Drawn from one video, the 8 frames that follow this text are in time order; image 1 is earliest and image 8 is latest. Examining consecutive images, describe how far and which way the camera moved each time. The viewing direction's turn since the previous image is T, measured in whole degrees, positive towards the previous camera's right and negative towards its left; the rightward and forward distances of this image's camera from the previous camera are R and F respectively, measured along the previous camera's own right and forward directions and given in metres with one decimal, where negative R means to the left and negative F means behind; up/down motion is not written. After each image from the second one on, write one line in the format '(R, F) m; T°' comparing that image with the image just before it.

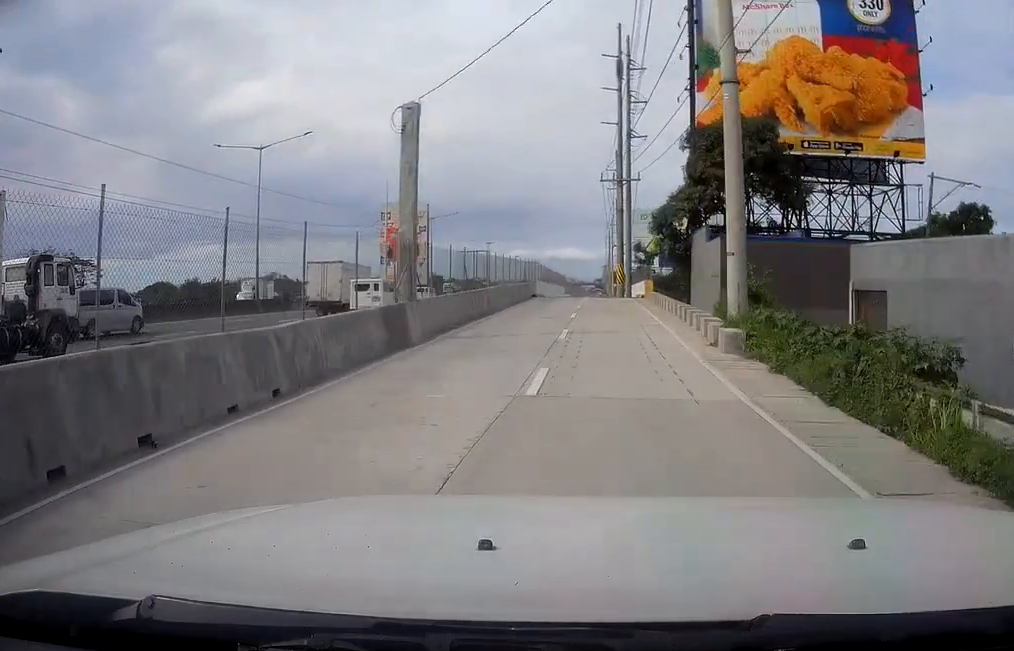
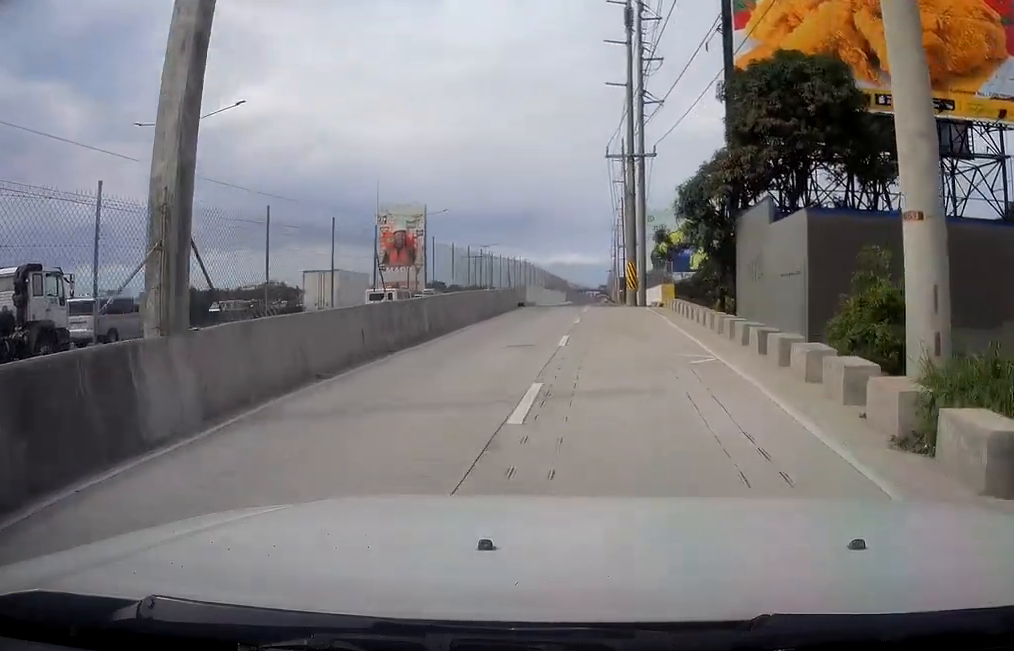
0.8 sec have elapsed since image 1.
(-0.4, +12.4) m; -2°
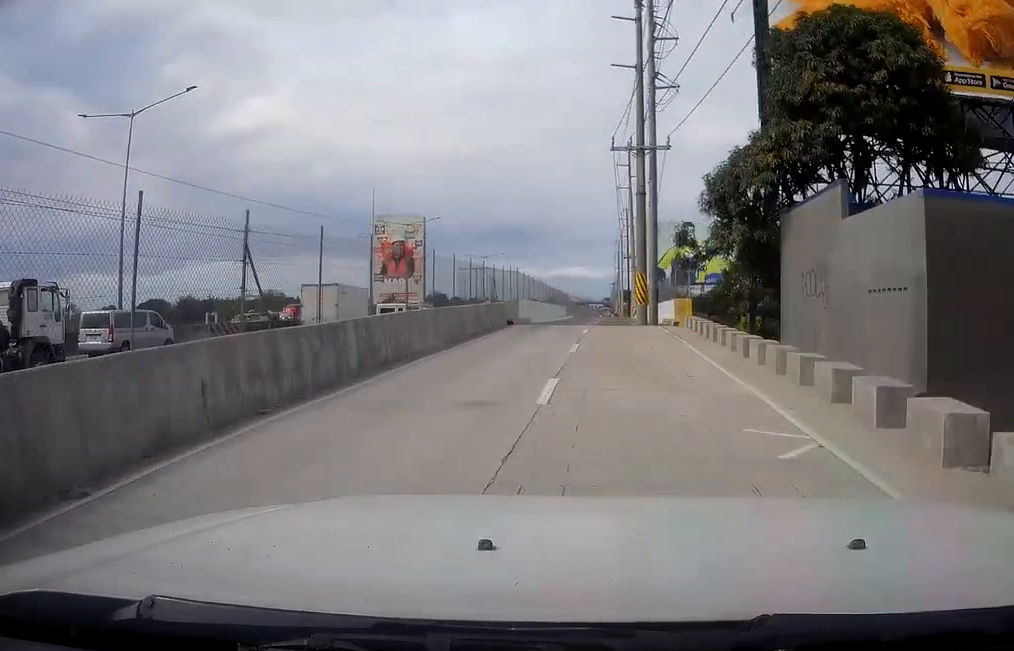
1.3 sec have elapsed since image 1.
(0.0, +6.9) m; 0°
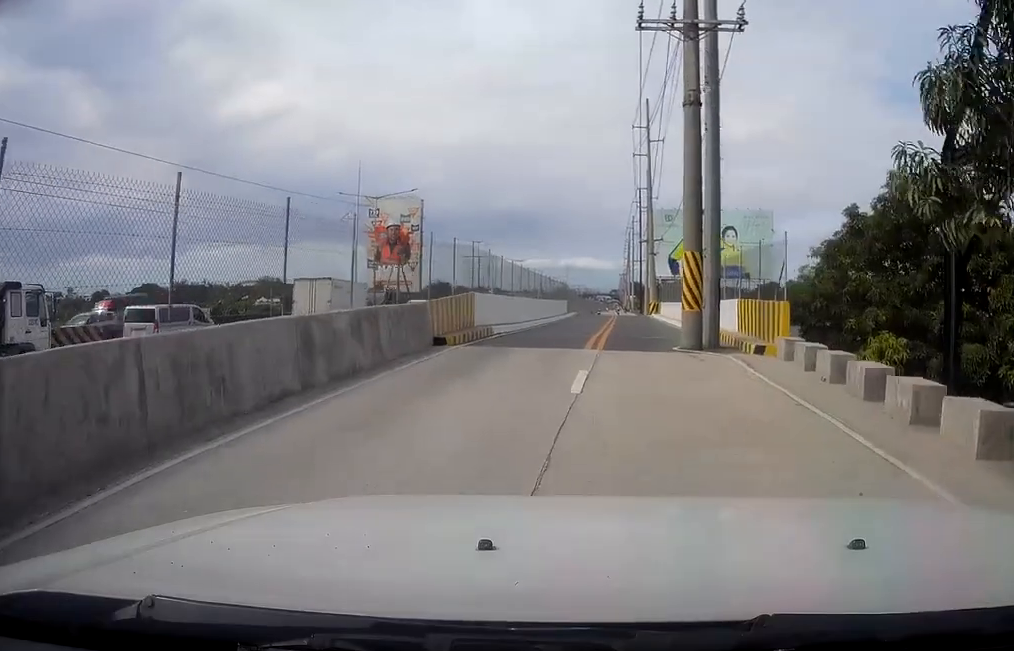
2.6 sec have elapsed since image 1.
(-0.2, +18.4) m; +1°
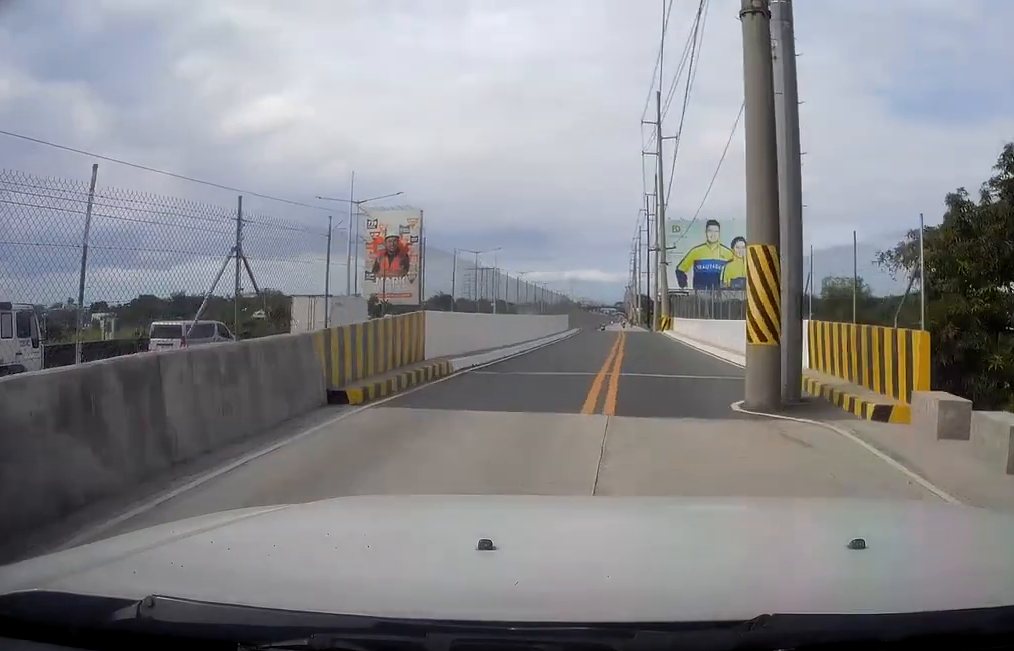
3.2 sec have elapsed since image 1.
(+0.2, +8.5) m; +1°
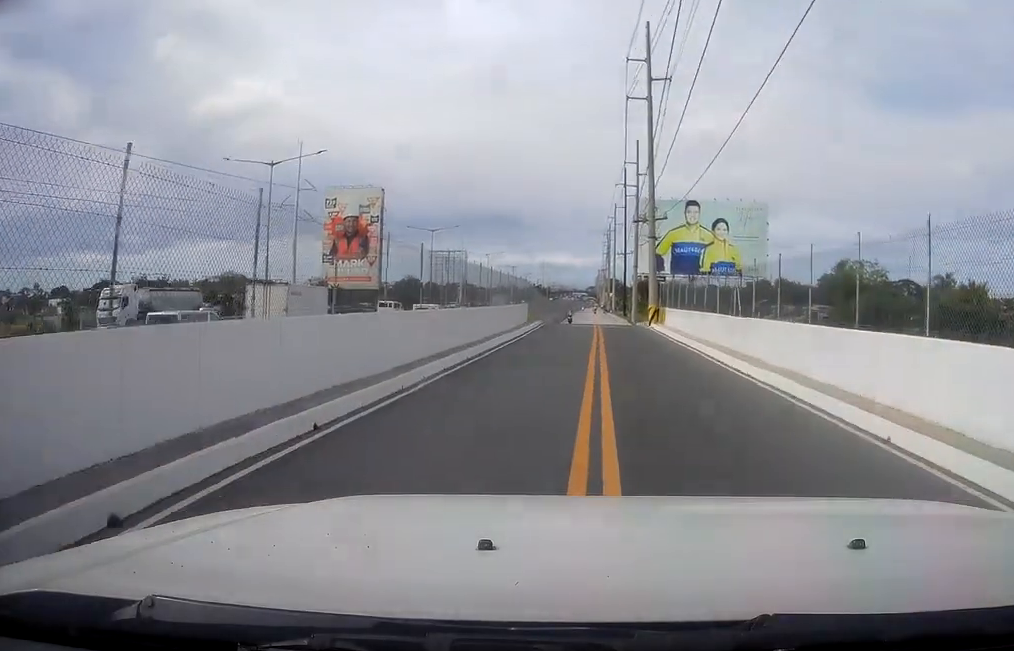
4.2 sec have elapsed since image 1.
(+0.2, +15.1) m; 0°
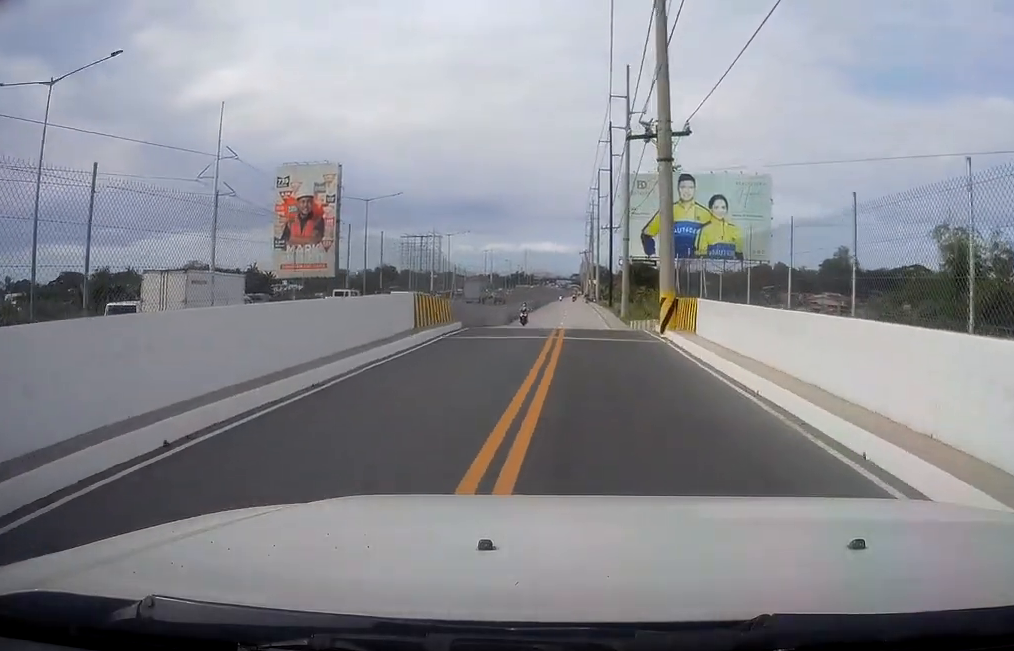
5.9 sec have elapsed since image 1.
(-0.3, +24.2) m; +1°
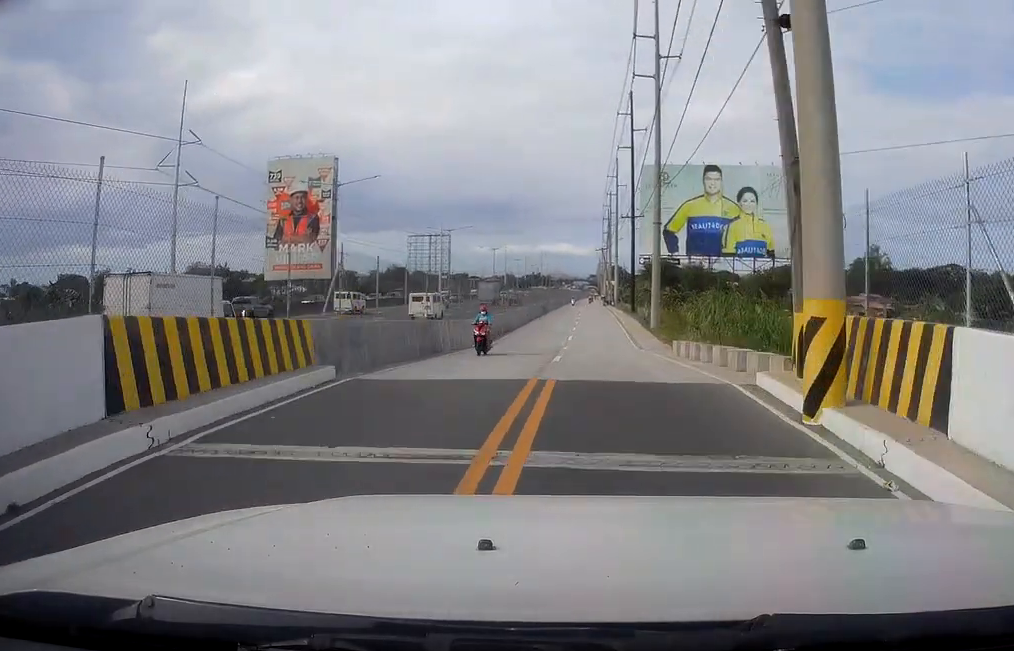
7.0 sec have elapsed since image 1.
(+0.4, +15.9) m; 0°
